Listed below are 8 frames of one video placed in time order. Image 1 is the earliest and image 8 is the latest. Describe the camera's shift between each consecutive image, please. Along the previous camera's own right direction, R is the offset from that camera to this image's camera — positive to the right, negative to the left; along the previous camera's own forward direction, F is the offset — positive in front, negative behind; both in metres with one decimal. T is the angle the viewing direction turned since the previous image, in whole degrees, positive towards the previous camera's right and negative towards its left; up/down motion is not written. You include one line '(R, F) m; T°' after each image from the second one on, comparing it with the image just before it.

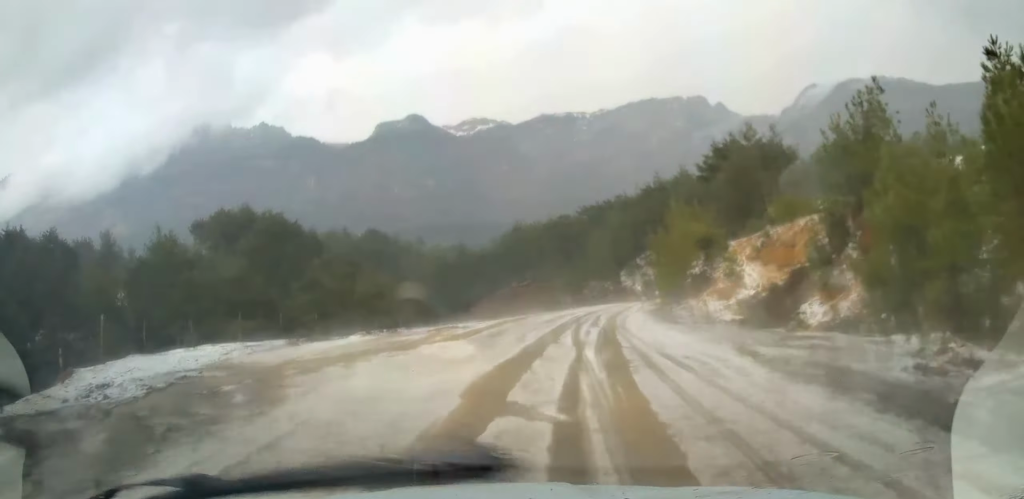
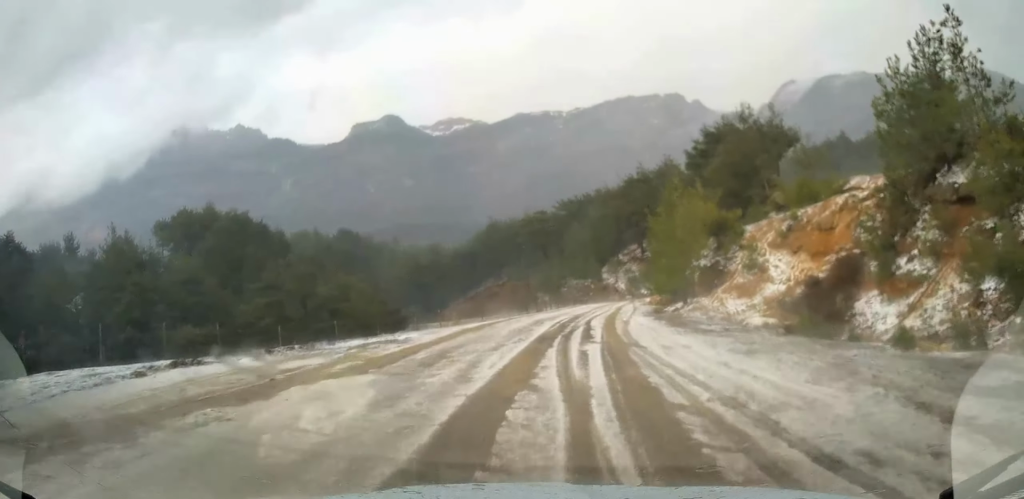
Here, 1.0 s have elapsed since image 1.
(+0.3, +7.9) m; +2°
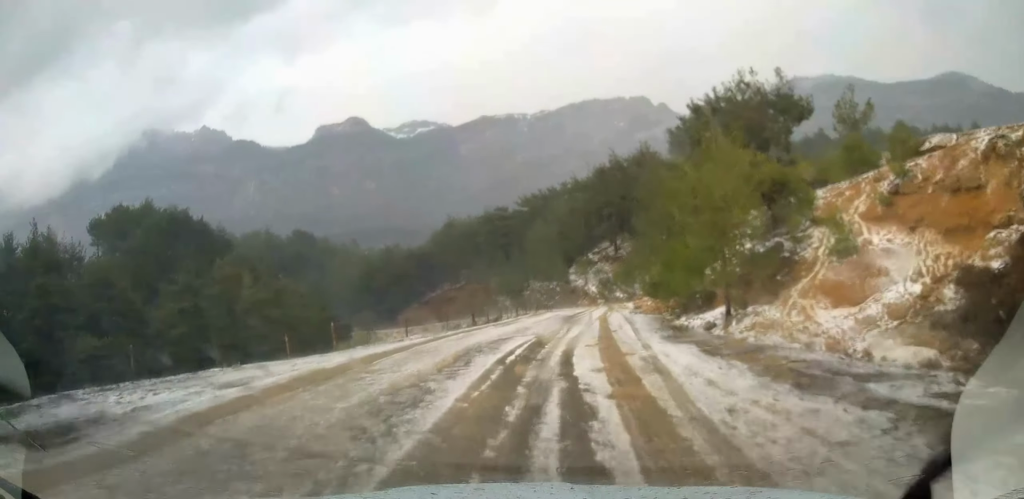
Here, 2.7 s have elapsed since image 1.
(+0.1, +13.6) m; +3°
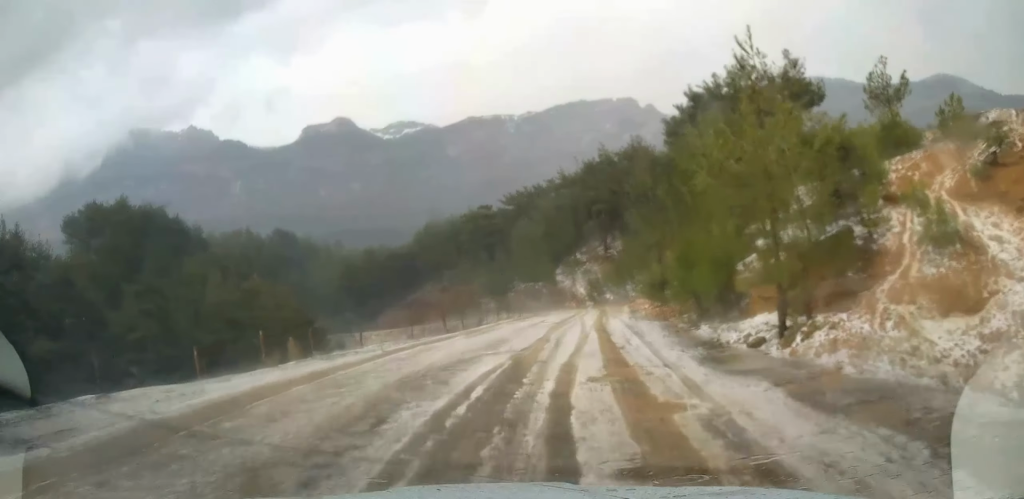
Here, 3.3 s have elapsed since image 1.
(+0.1, +5.6) m; +2°
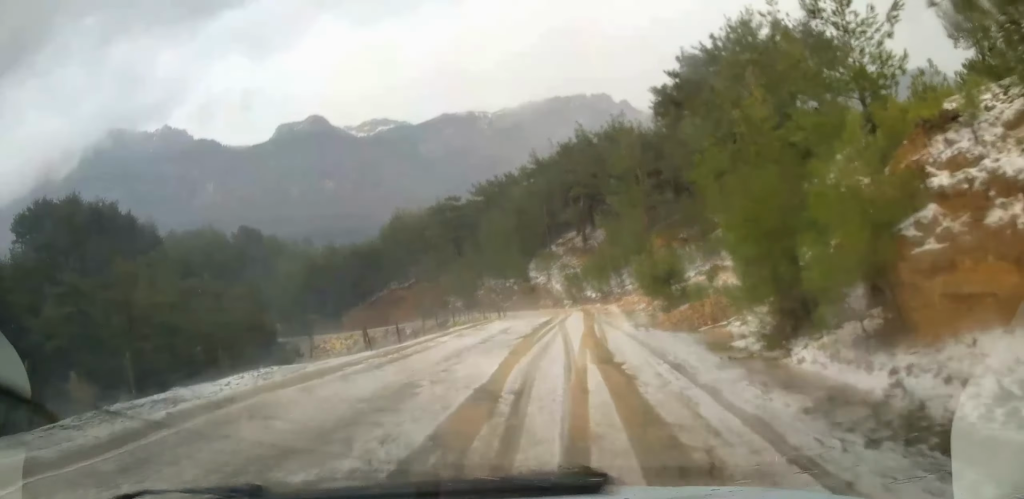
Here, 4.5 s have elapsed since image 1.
(+0.3, +10.0) m; +1°
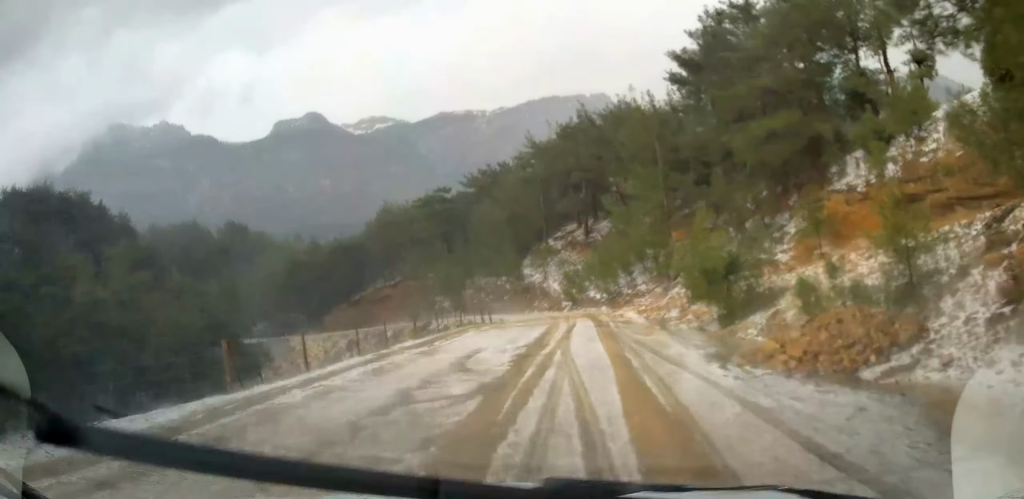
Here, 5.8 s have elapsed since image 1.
(-0.1, +10.2) m; 0°
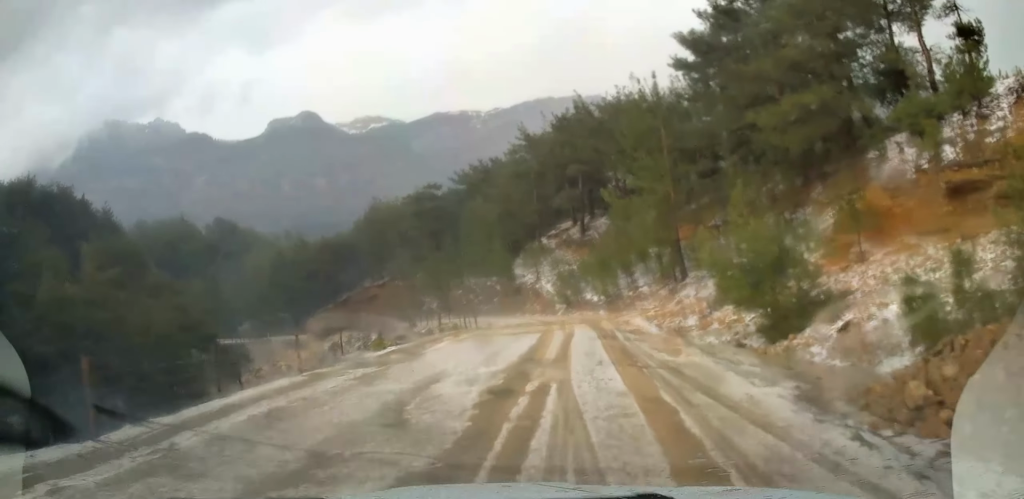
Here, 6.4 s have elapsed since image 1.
(+0.1, +4.6) m; +2°
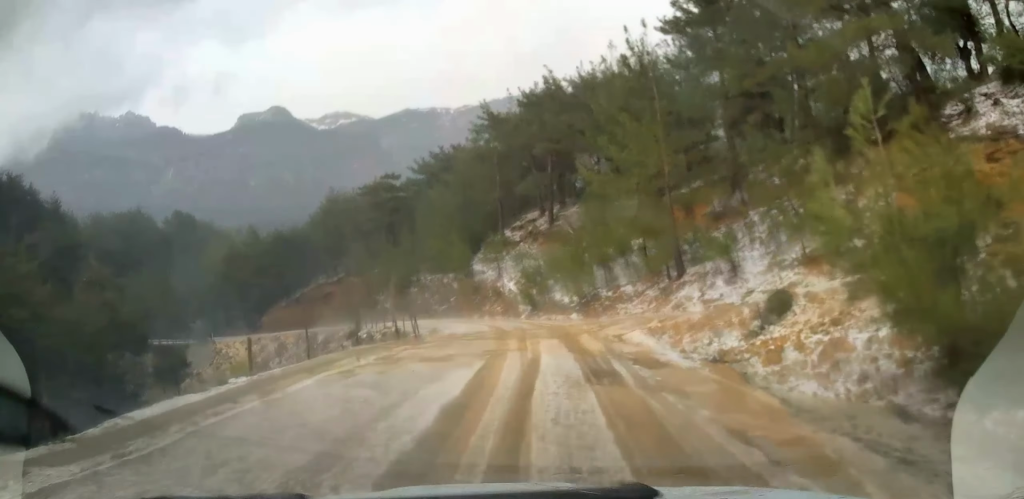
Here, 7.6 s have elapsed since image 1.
(+0.2, +8.4) m; +2°
